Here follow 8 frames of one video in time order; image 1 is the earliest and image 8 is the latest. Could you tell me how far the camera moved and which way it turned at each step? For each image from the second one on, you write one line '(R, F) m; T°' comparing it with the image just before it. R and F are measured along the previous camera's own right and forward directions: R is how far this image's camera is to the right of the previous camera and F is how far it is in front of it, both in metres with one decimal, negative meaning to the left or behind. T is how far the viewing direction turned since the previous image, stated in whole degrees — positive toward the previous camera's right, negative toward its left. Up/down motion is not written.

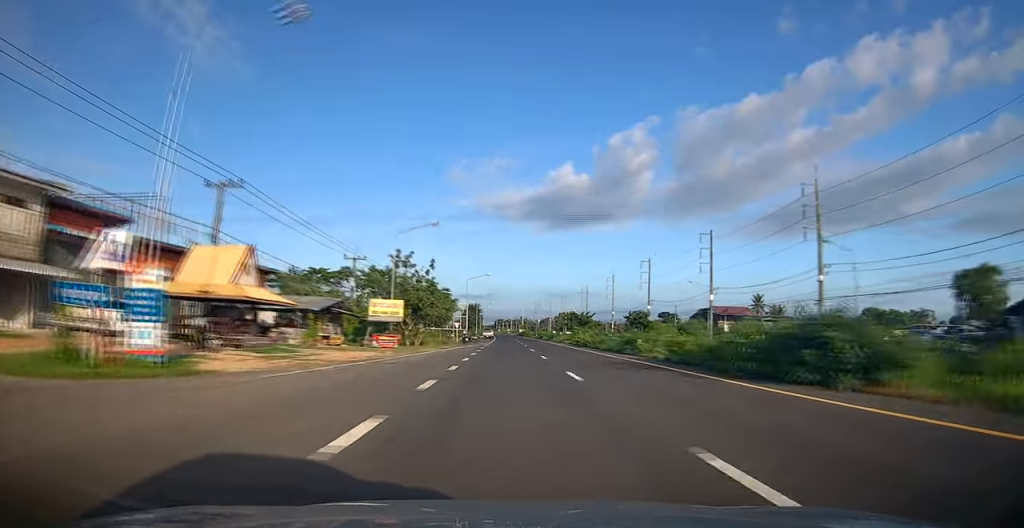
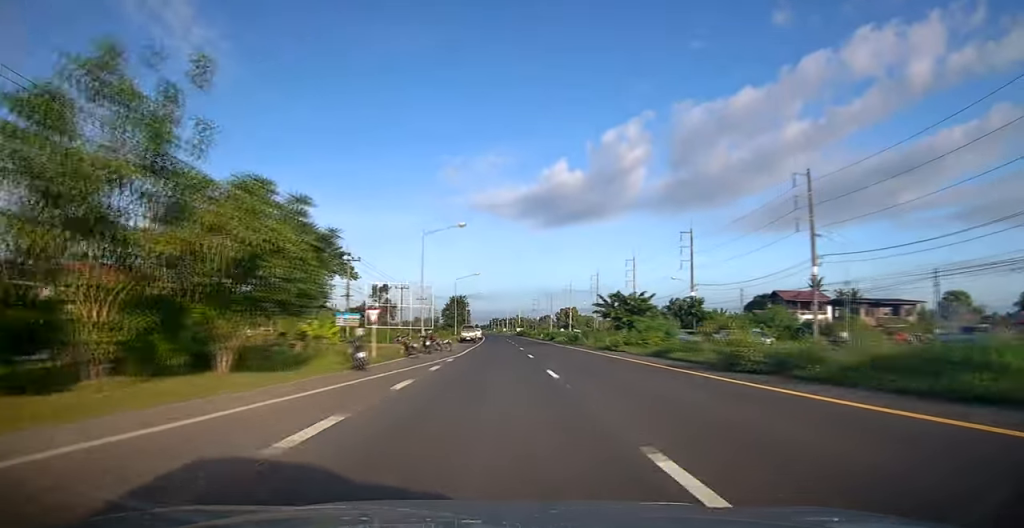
(+0.9, +36.3) m; +1°
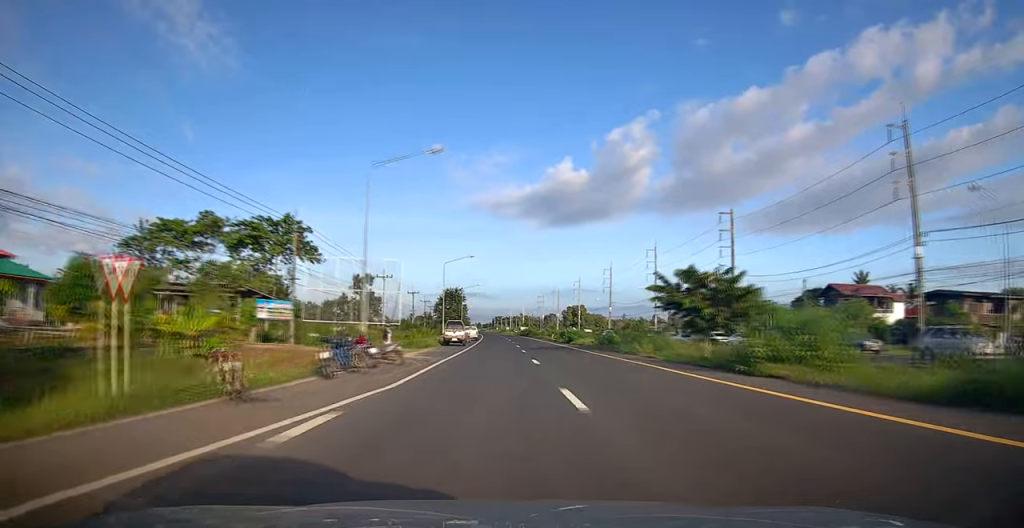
(-0.3, +17.8) m; 0°
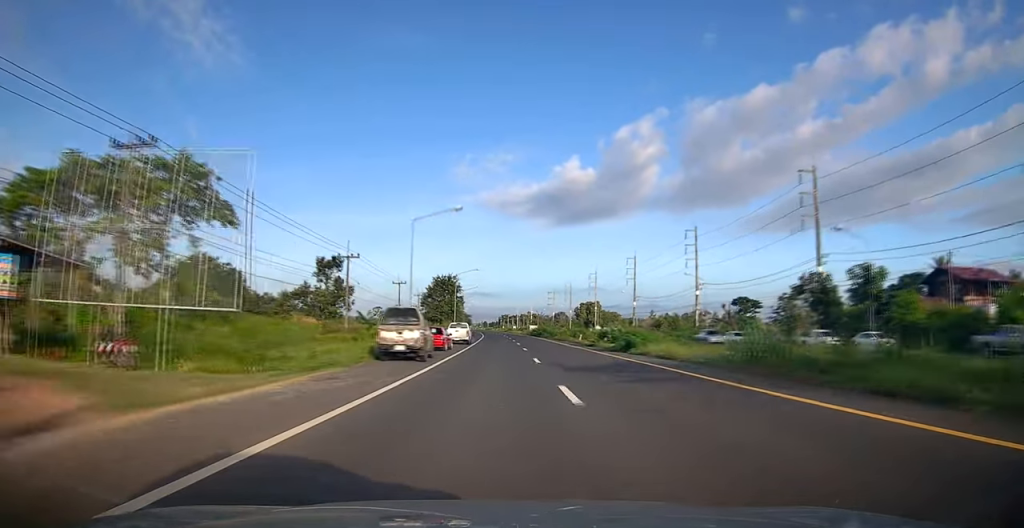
(+0.2, +23.3) m; 0°
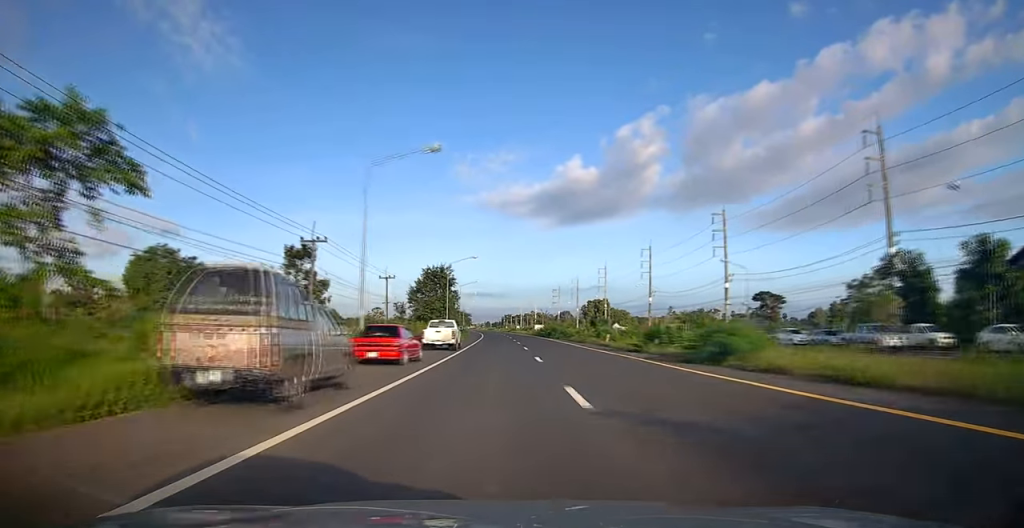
(-0.3, +12.8) m; 0°
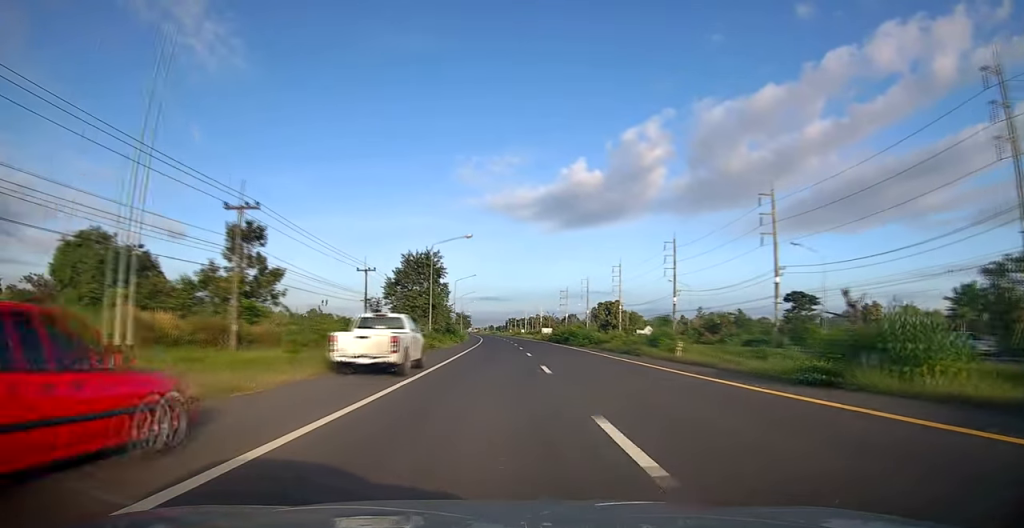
(+0.2, +15.9) m; 0°
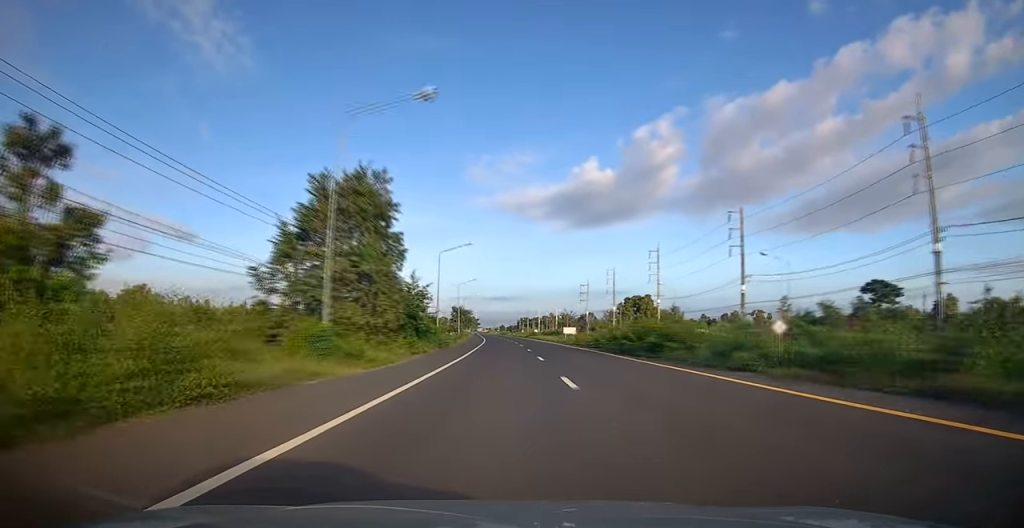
(-0.6, +28.6) m; -2°
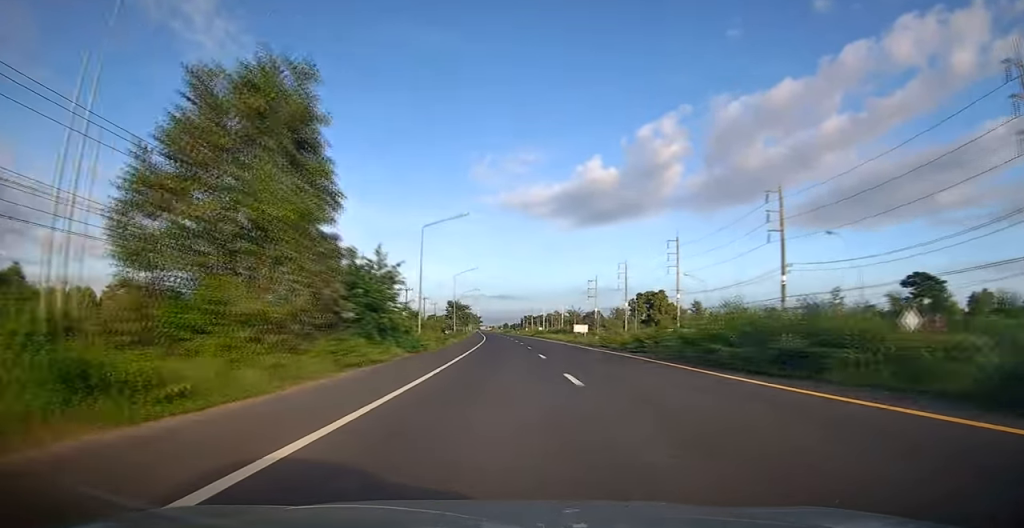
(-0.1, +12.0) m; 0°
